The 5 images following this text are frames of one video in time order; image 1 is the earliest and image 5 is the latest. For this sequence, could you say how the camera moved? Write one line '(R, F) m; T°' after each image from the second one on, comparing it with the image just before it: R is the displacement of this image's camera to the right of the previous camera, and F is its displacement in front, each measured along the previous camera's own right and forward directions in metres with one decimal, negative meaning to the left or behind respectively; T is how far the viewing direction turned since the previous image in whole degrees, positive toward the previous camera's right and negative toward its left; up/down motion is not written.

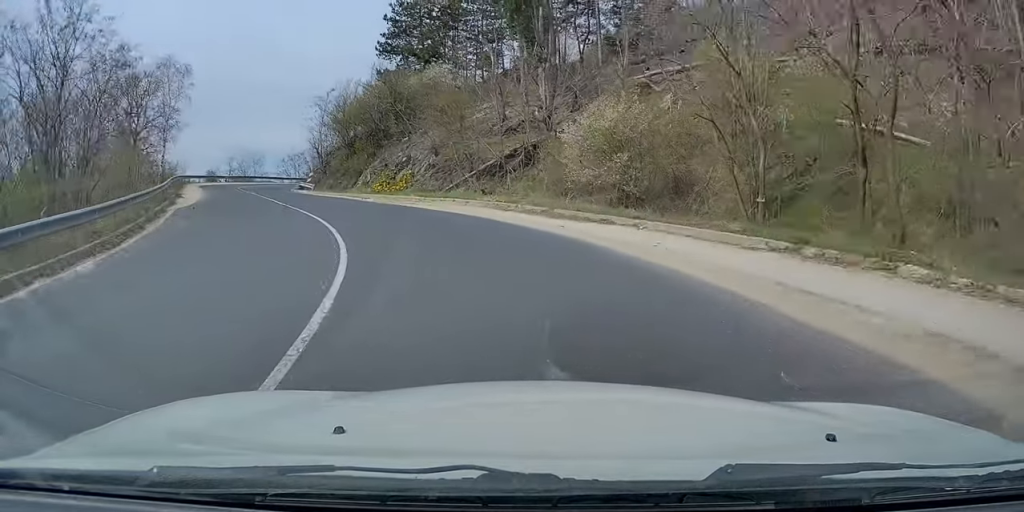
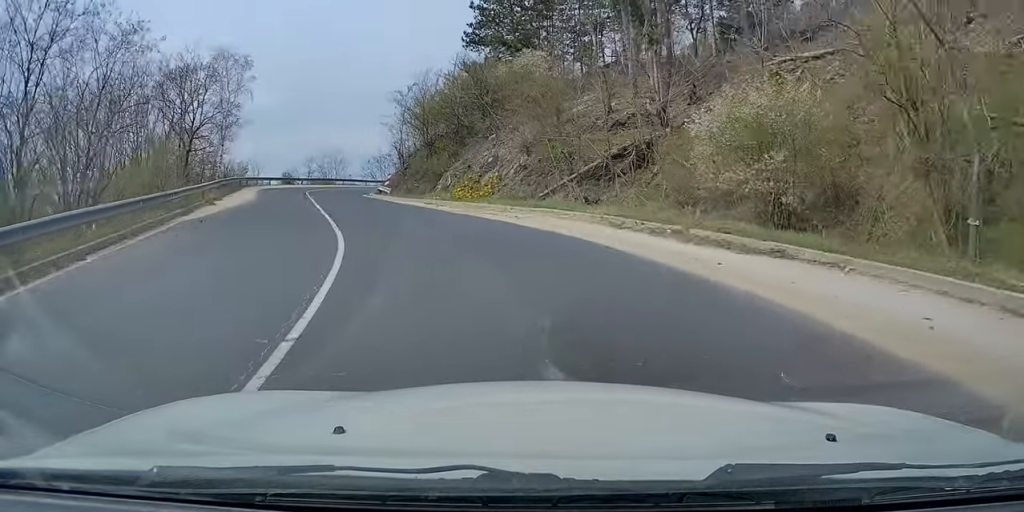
(-0.6, +6.4) m; -6°
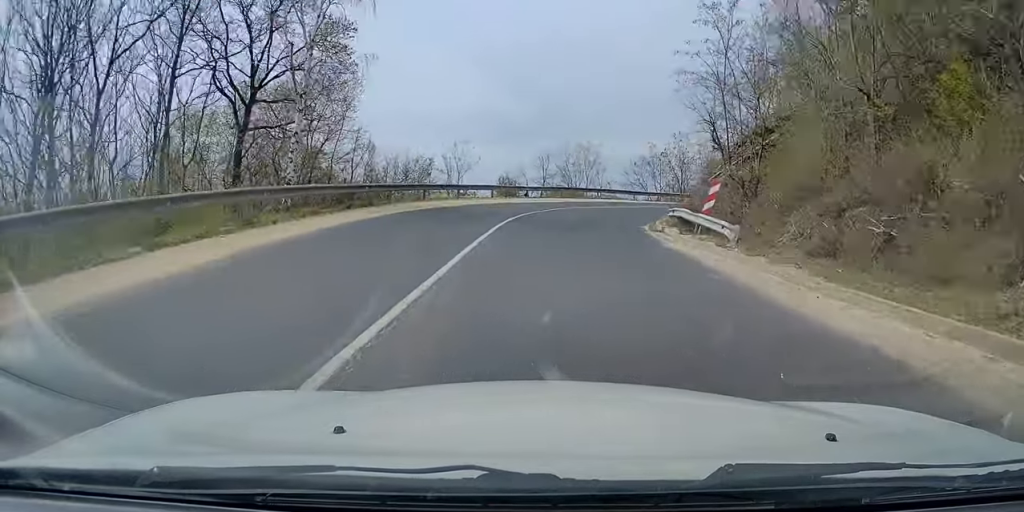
(-5.2, +31.2) m; -12°
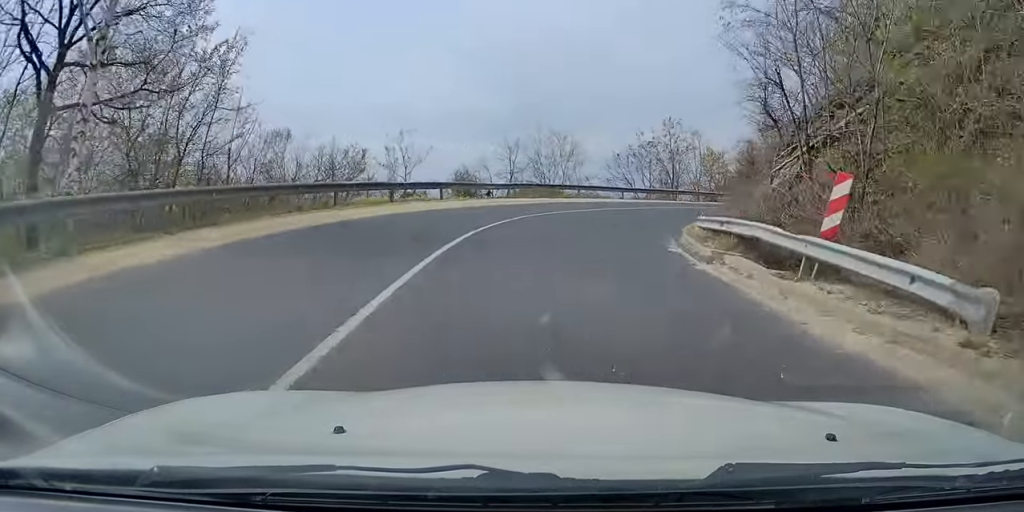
(+0.1, +9.9) m; +3°
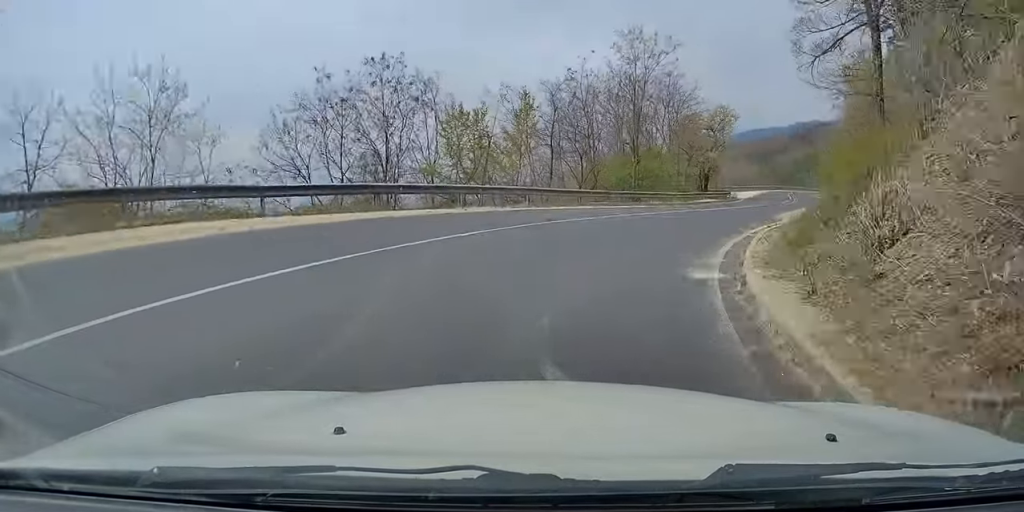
(+5.1, +24.2) m; +33°
